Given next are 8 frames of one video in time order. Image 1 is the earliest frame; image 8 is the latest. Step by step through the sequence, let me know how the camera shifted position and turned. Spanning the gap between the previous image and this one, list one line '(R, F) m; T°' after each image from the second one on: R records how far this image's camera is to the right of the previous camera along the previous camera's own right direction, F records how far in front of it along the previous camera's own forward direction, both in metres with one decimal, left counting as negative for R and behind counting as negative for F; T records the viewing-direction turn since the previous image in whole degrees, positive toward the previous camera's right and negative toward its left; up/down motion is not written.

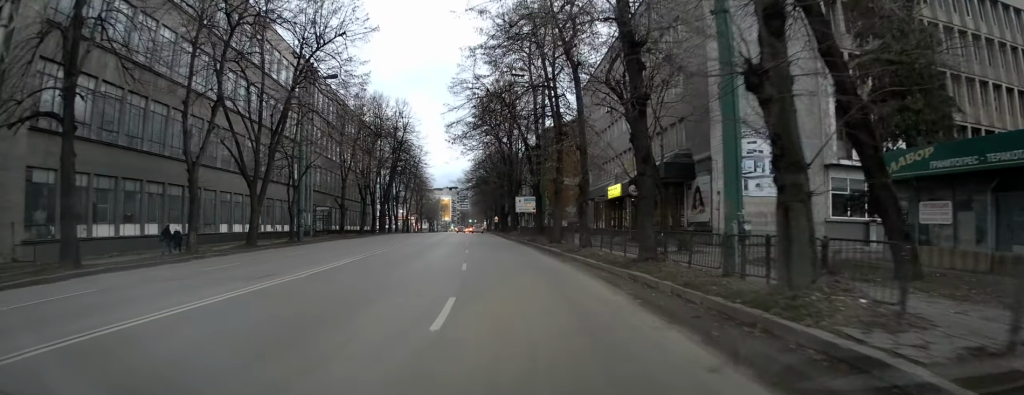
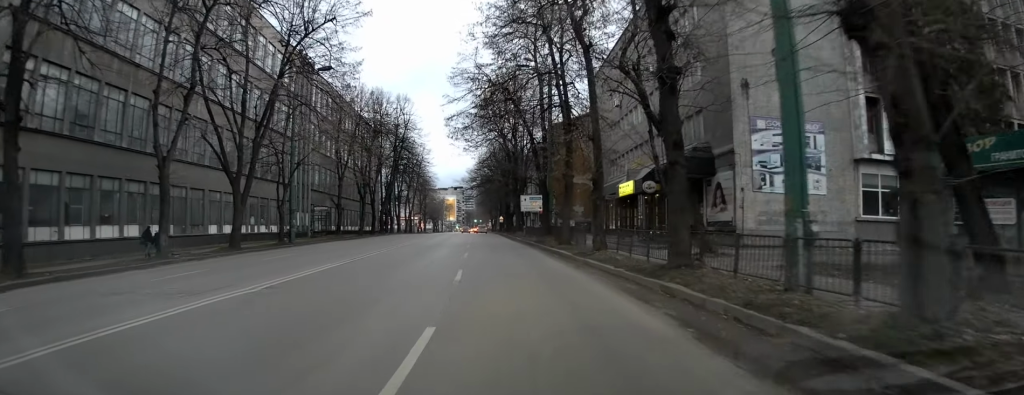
(0.0, +2.6) m; -1°
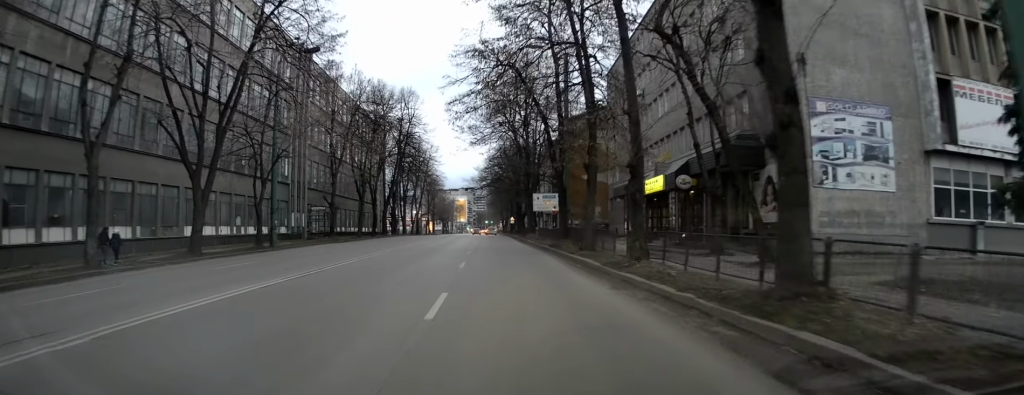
(-0.1, +4.9) m; -2°
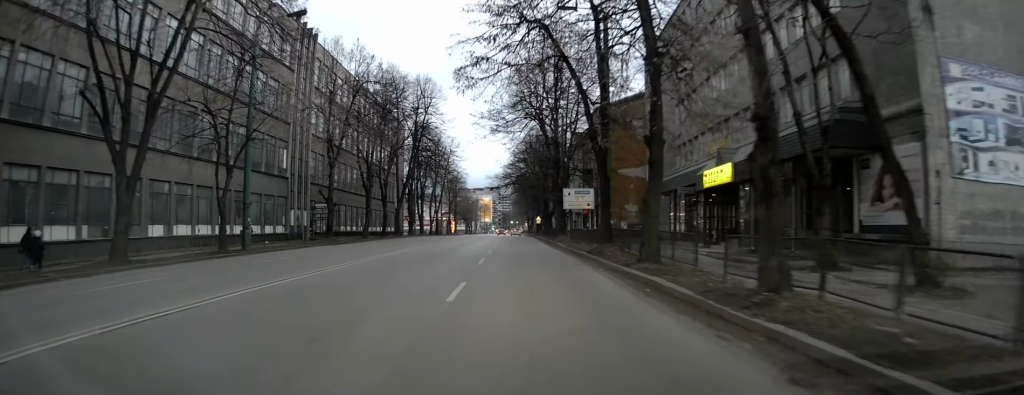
(-0.1, +6.3) m; -2°
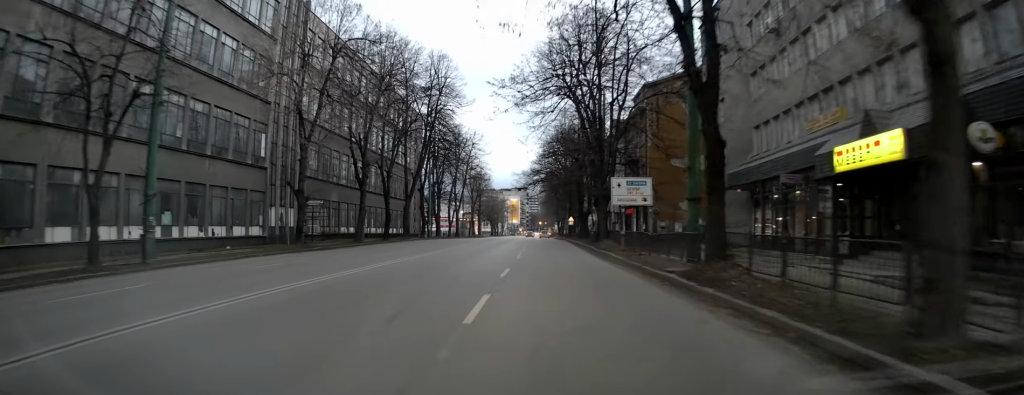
(-0.1, +9.2) m; -1°
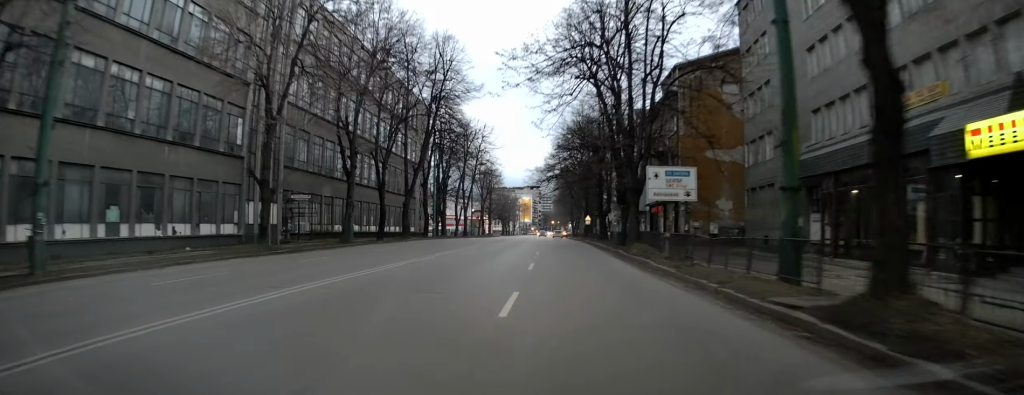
(0.0, +5.3) m; 0°
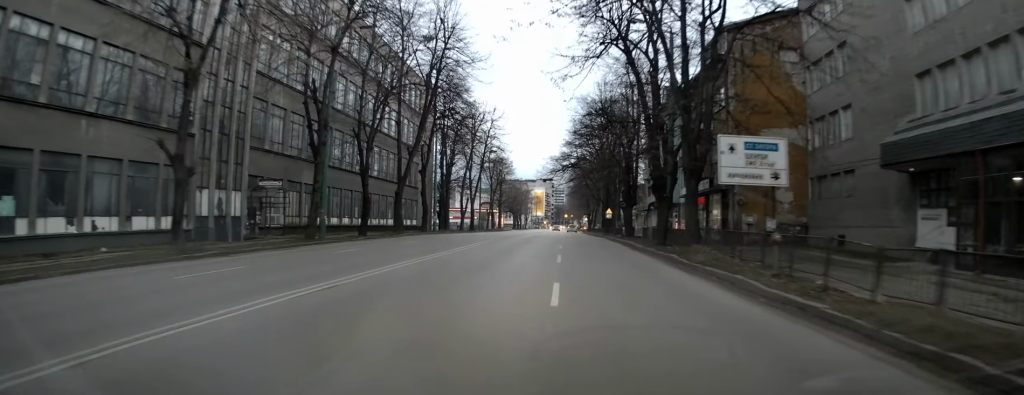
(0.0, +7.2) m; +1°
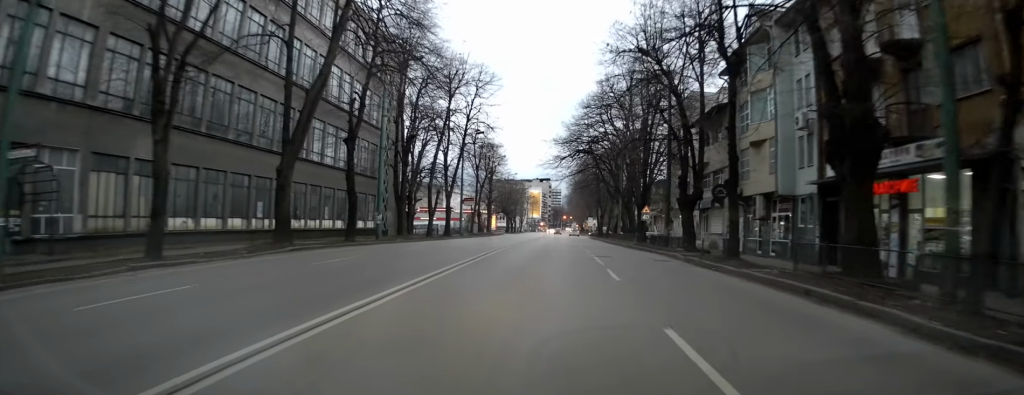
(+0.4, +21.3) m; +2°
